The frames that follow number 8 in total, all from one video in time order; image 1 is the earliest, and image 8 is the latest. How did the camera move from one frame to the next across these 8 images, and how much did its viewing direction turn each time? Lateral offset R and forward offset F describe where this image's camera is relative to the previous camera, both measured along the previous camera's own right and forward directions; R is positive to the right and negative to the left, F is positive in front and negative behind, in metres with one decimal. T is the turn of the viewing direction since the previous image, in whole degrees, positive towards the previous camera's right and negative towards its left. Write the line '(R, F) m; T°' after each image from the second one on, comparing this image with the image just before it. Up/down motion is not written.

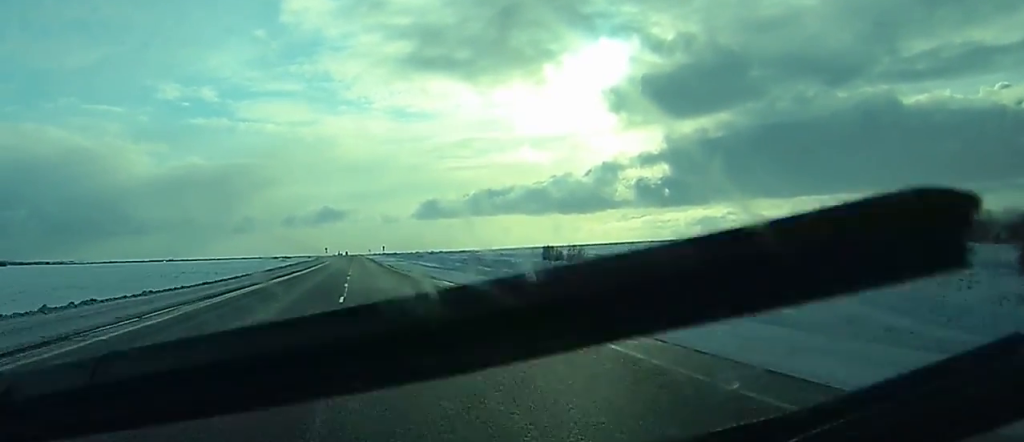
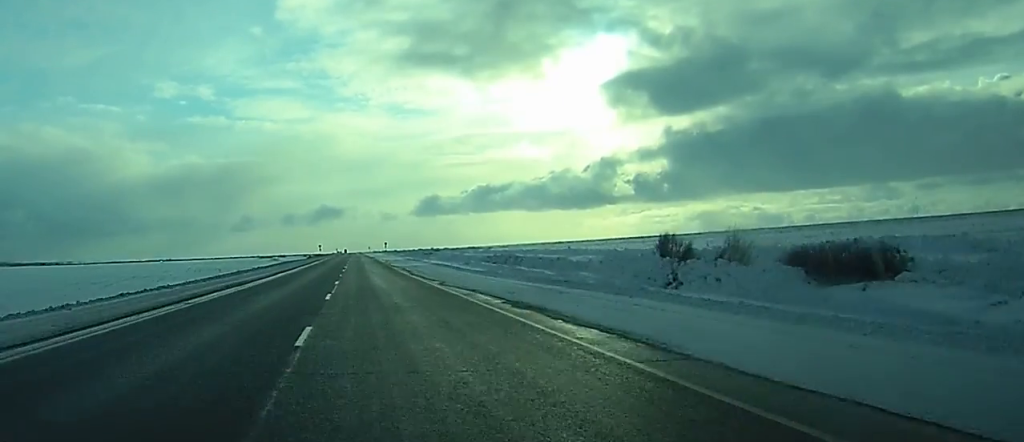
(-0.1, +36.0) m; 0°
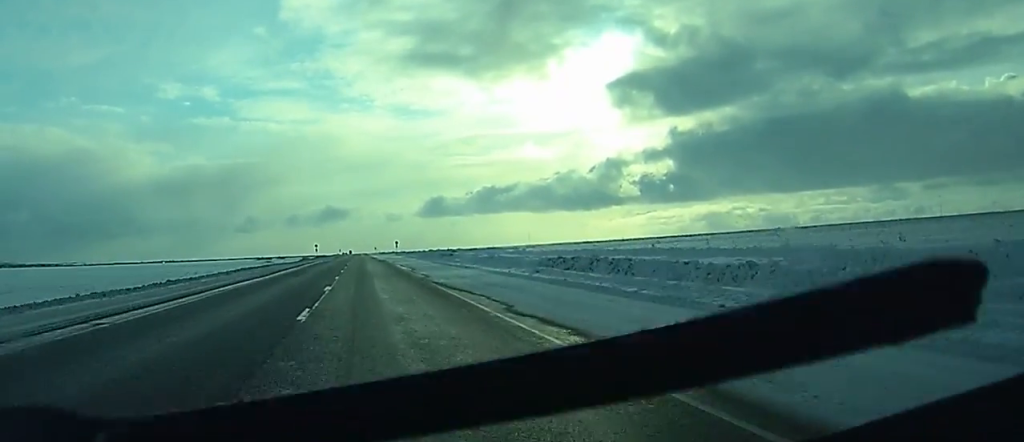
(-0.2, +44.7) m; 0°
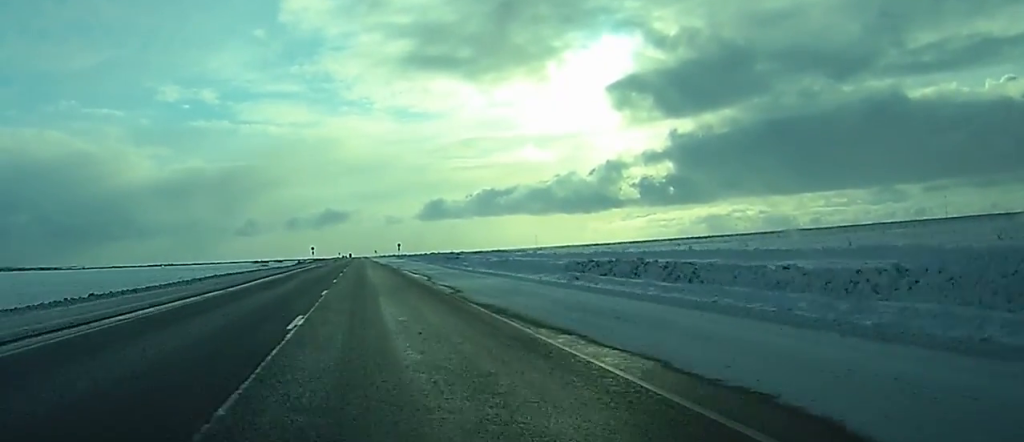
(0.0, +13.8) m; 0°
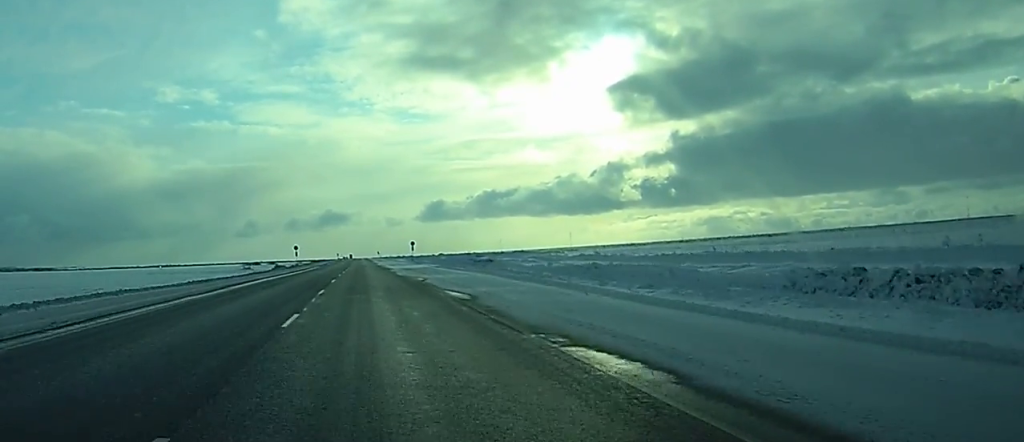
(+0.1, +48.9) m; 0°
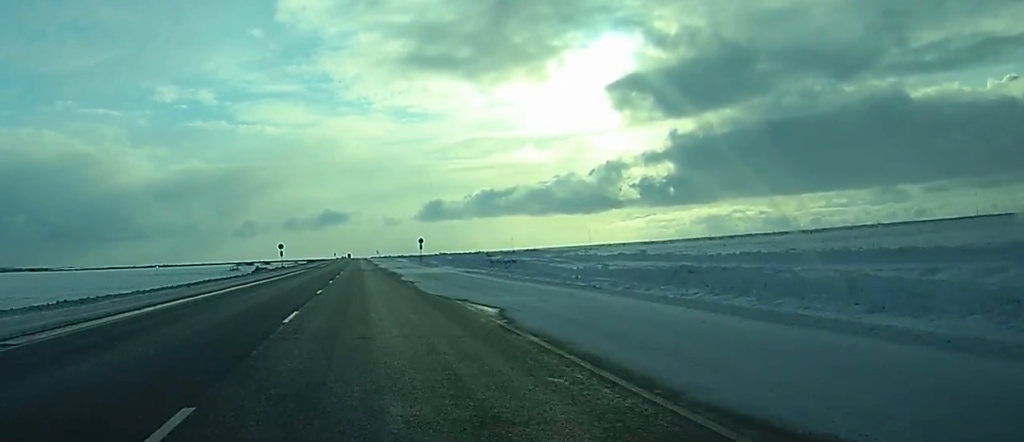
(0.0, +23.2) m; 0°
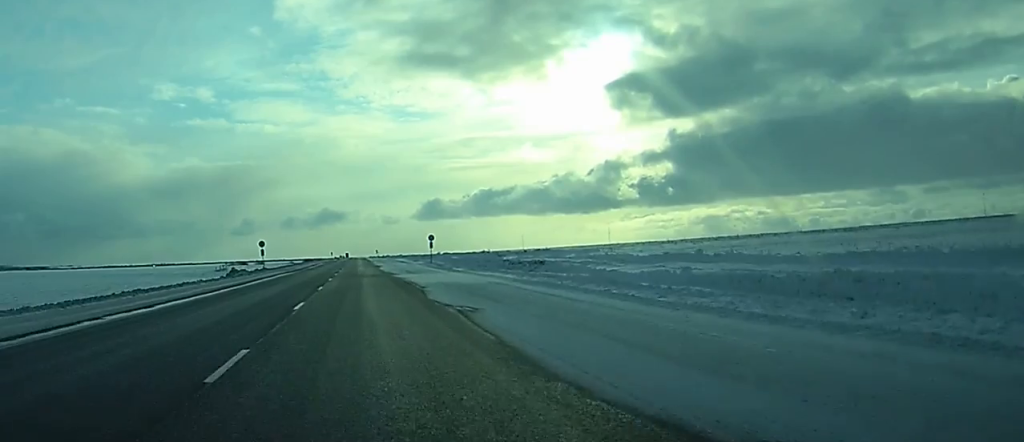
(-0.1, +19.8) m; 0°
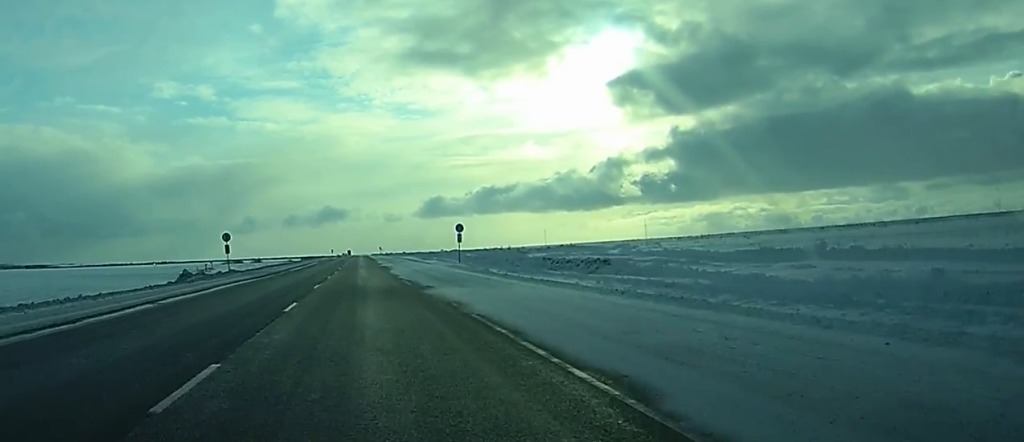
(0.0, +25.8) m; 0°
